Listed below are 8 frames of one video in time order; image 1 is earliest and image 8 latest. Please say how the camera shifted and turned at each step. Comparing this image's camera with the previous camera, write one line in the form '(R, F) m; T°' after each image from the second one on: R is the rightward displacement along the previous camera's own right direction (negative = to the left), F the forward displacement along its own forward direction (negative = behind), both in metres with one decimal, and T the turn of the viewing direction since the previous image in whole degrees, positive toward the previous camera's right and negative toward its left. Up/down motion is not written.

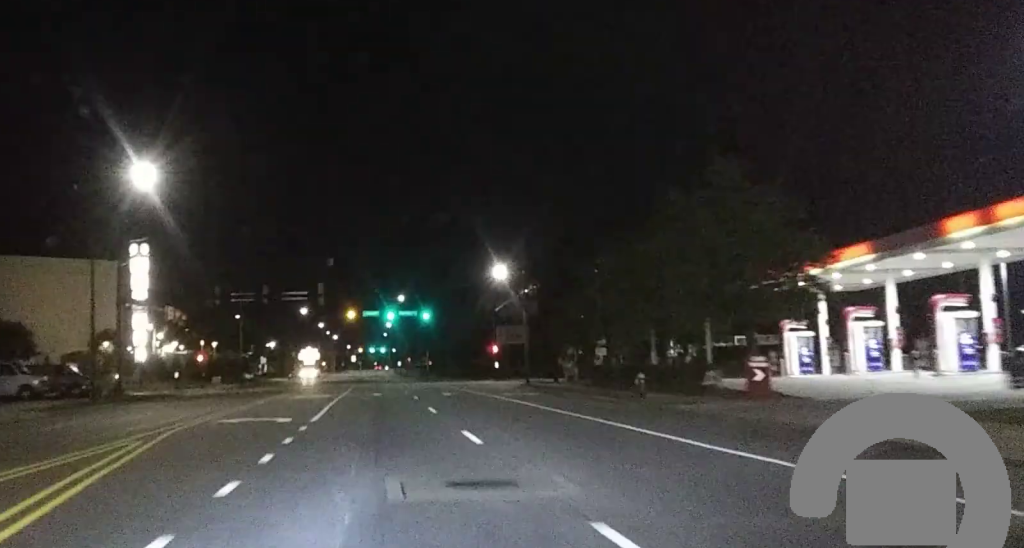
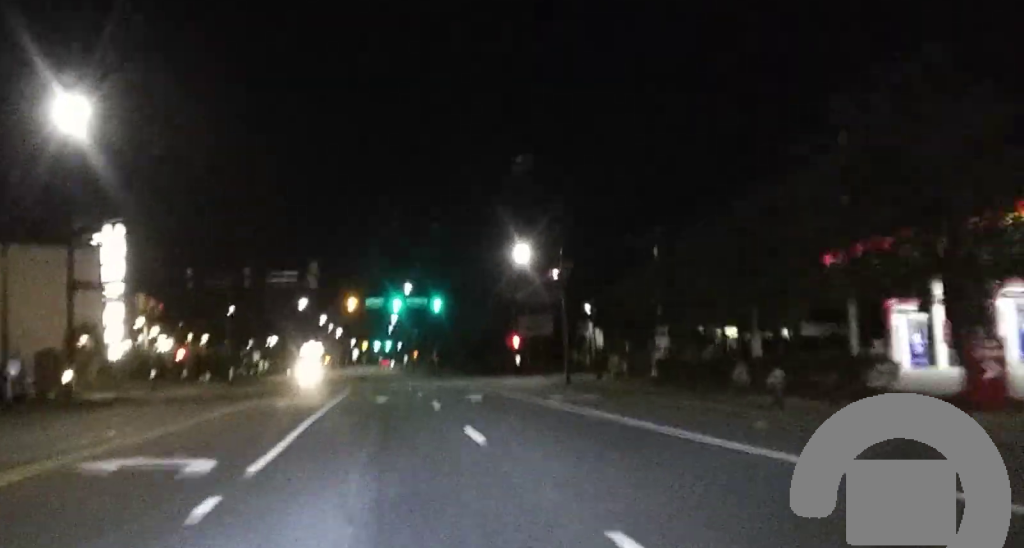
(0.0, +12.9) m; 0°
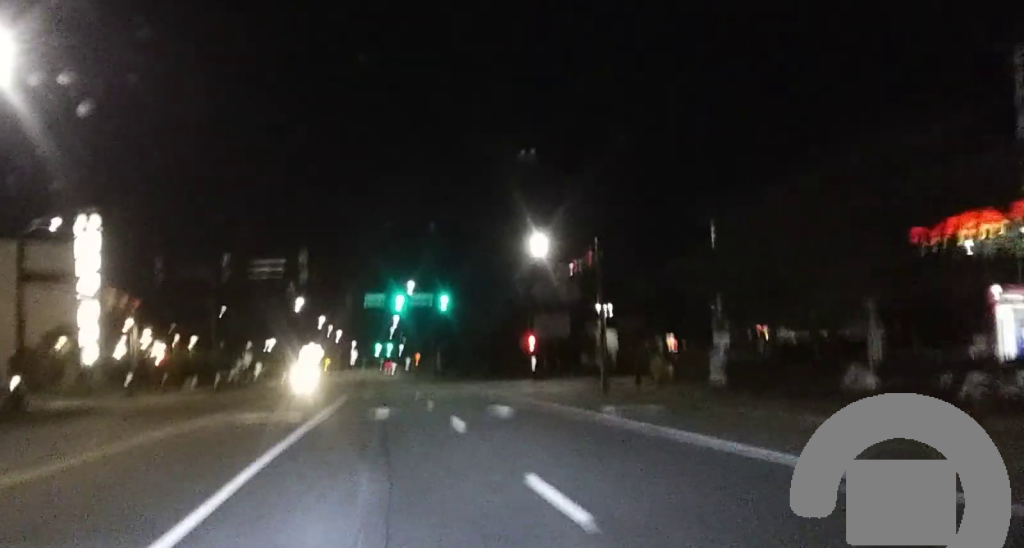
(0.0, +8.1) m; 0°
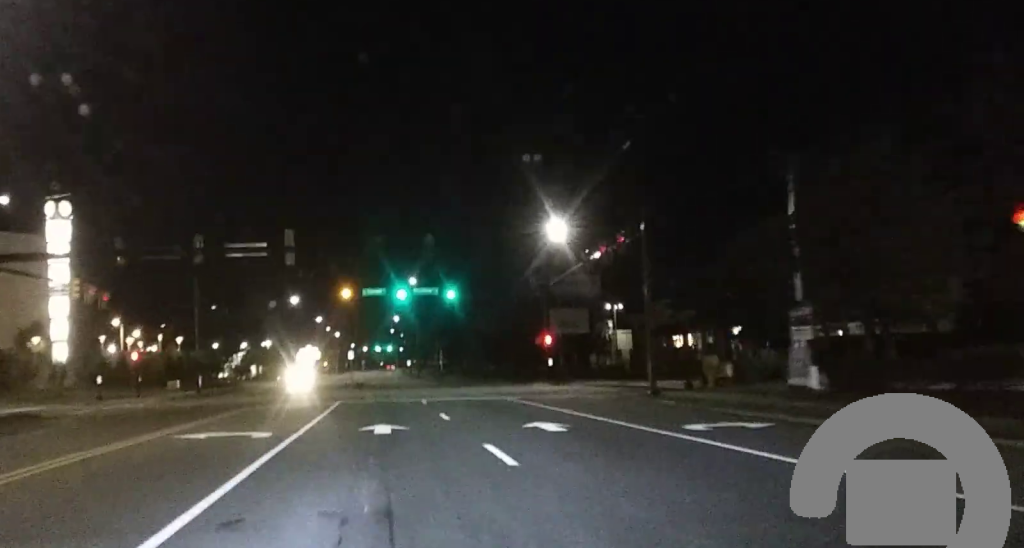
(0.0, +6.9) m; 0°
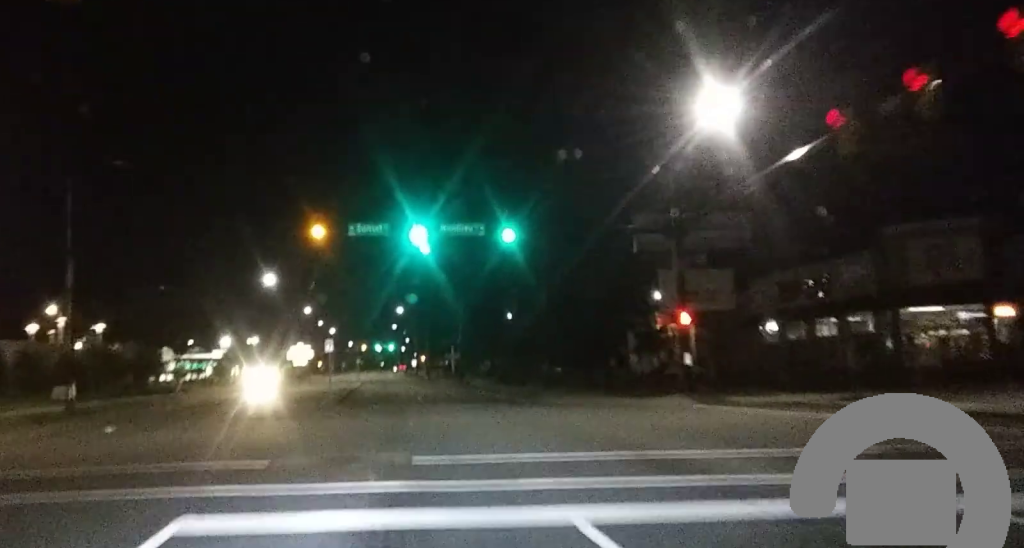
(-0.2, +28.6) m; 0°
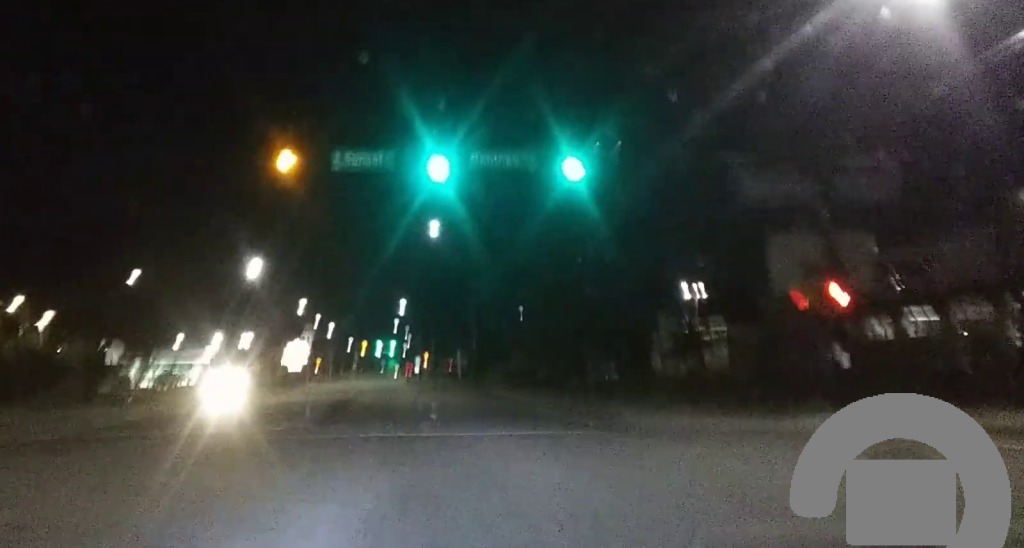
(+0.1, +11.8) m; 0°
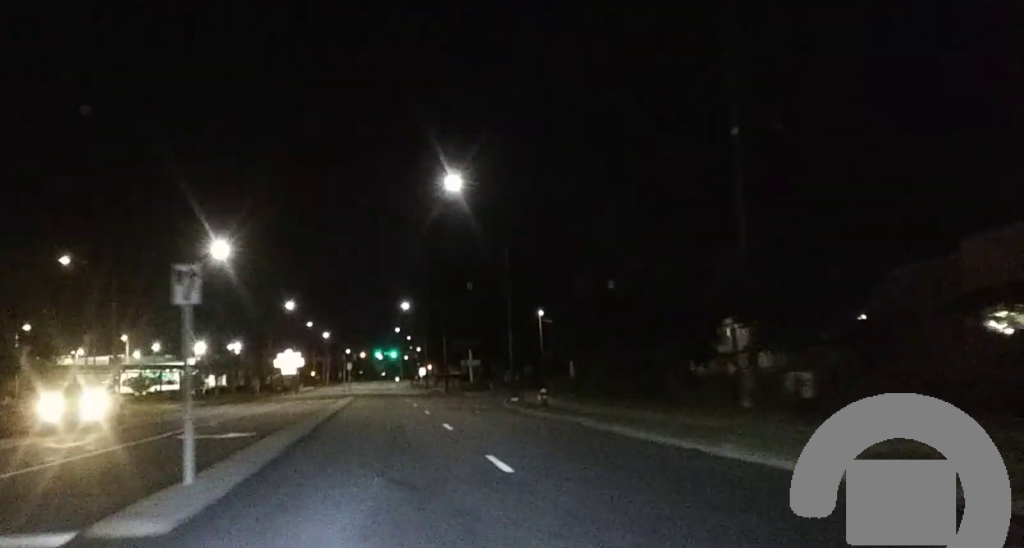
(-0.1, +19.2) m; -1°
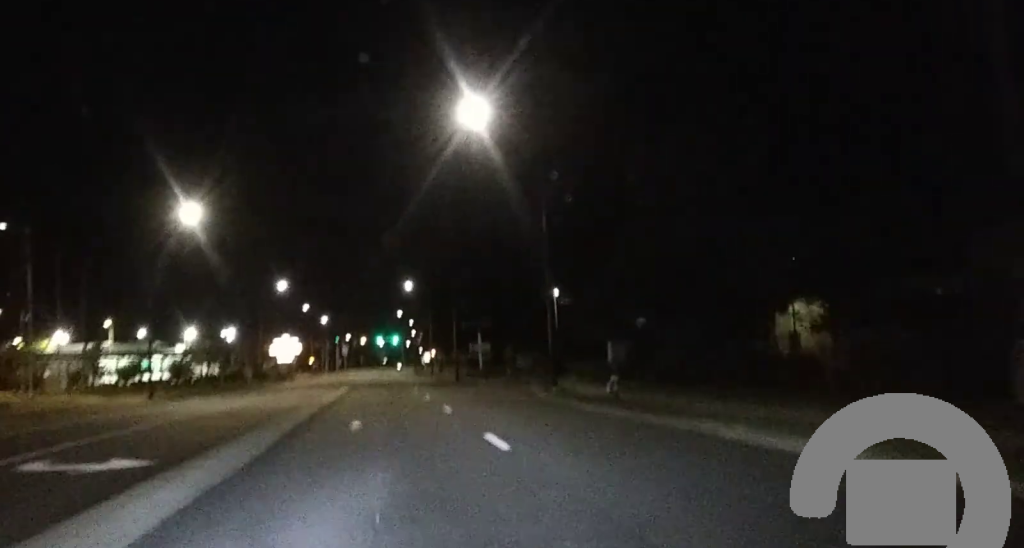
(0.0, +13.1) m; 0°
